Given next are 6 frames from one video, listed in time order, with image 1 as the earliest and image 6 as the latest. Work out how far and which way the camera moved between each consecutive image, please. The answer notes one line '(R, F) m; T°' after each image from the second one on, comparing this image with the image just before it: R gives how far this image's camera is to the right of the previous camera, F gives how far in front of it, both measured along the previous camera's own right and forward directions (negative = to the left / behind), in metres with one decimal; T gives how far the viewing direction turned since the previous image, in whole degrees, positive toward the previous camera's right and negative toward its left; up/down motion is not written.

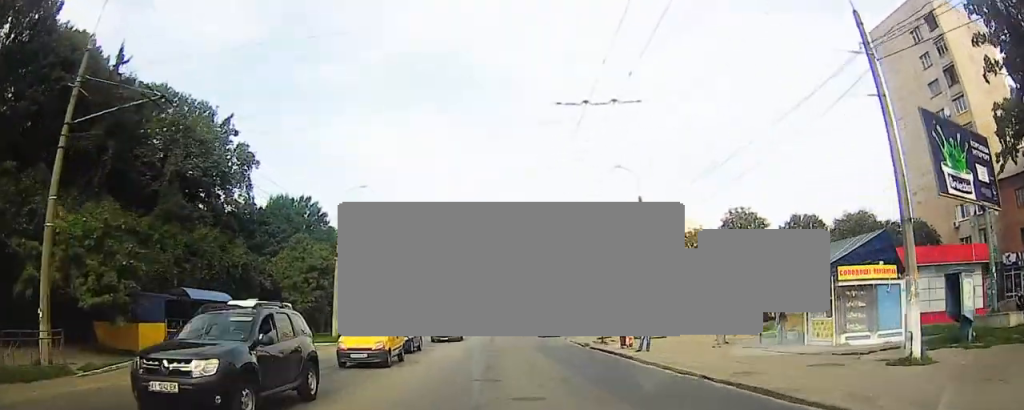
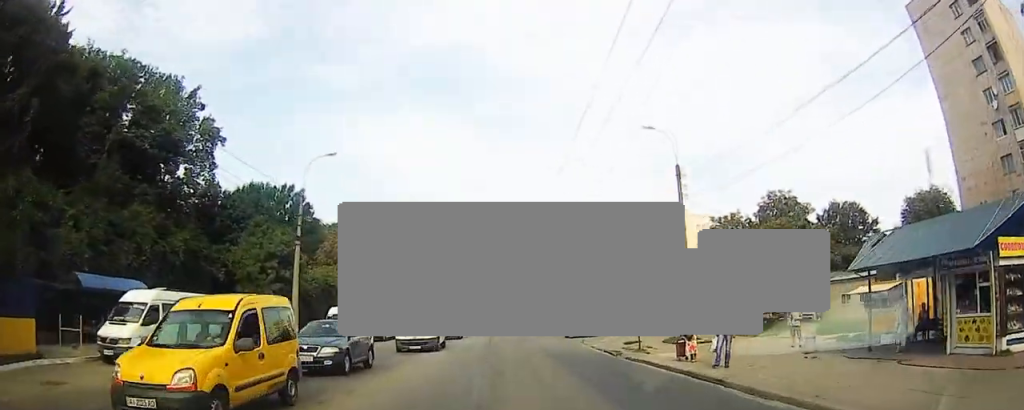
(0.0, +7.6) m; 0°
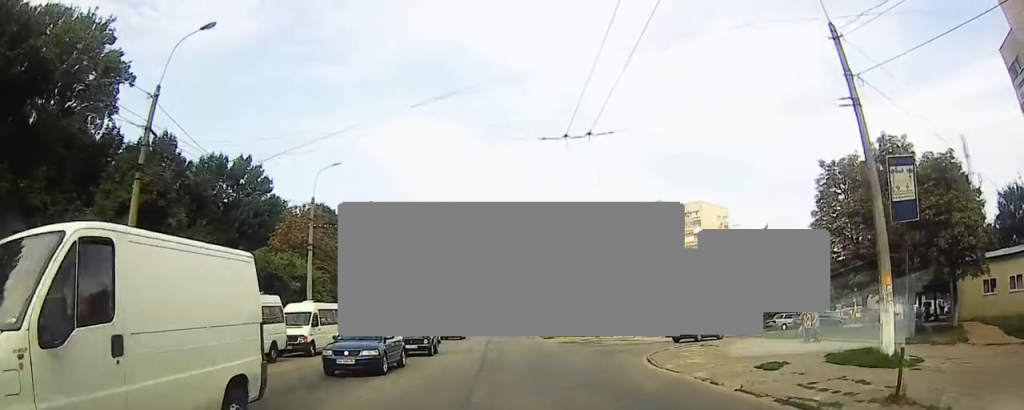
(+0.2, +15.8) m; +1°
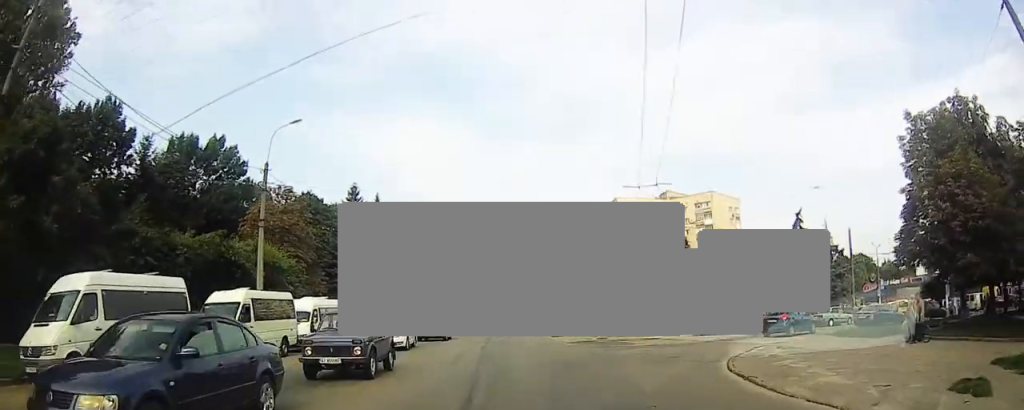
(+0.1, +8.5) m; -1°
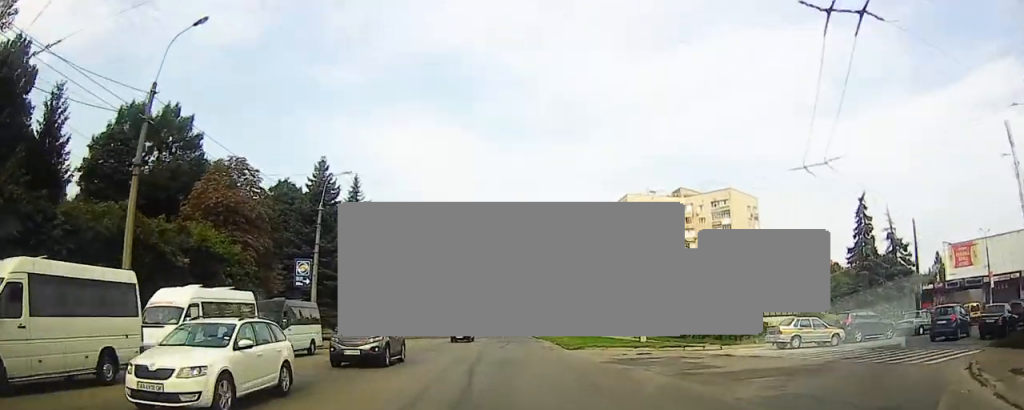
(-0.3, +13.3) m; -1°
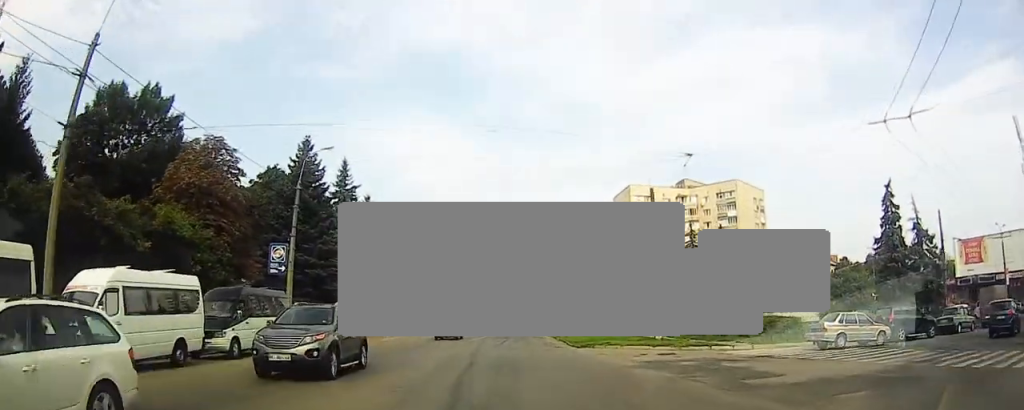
(0.0, +4.3) m; 0°
